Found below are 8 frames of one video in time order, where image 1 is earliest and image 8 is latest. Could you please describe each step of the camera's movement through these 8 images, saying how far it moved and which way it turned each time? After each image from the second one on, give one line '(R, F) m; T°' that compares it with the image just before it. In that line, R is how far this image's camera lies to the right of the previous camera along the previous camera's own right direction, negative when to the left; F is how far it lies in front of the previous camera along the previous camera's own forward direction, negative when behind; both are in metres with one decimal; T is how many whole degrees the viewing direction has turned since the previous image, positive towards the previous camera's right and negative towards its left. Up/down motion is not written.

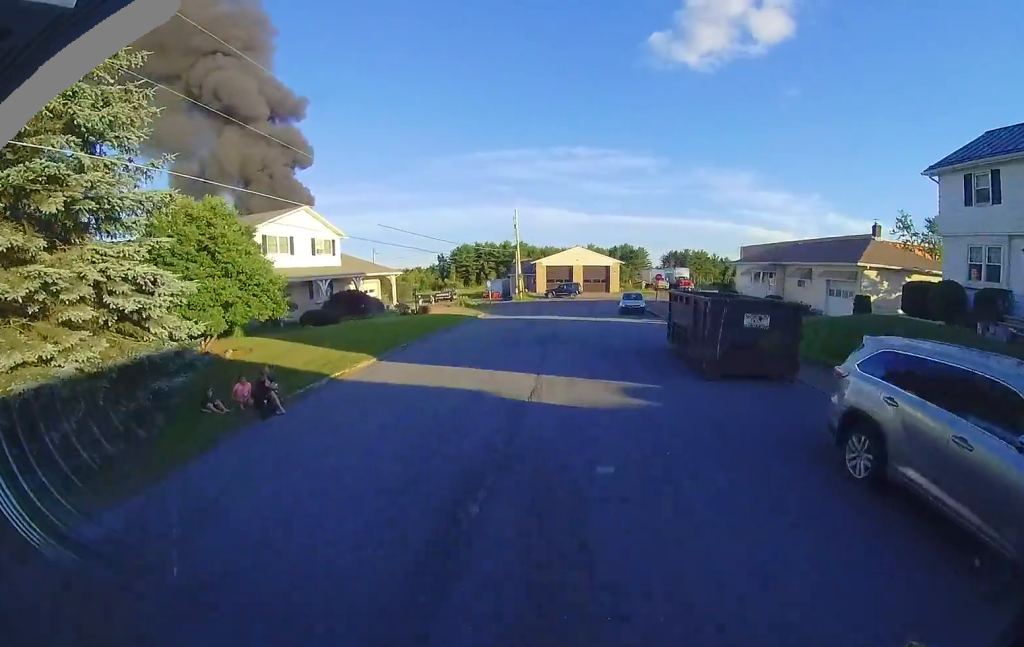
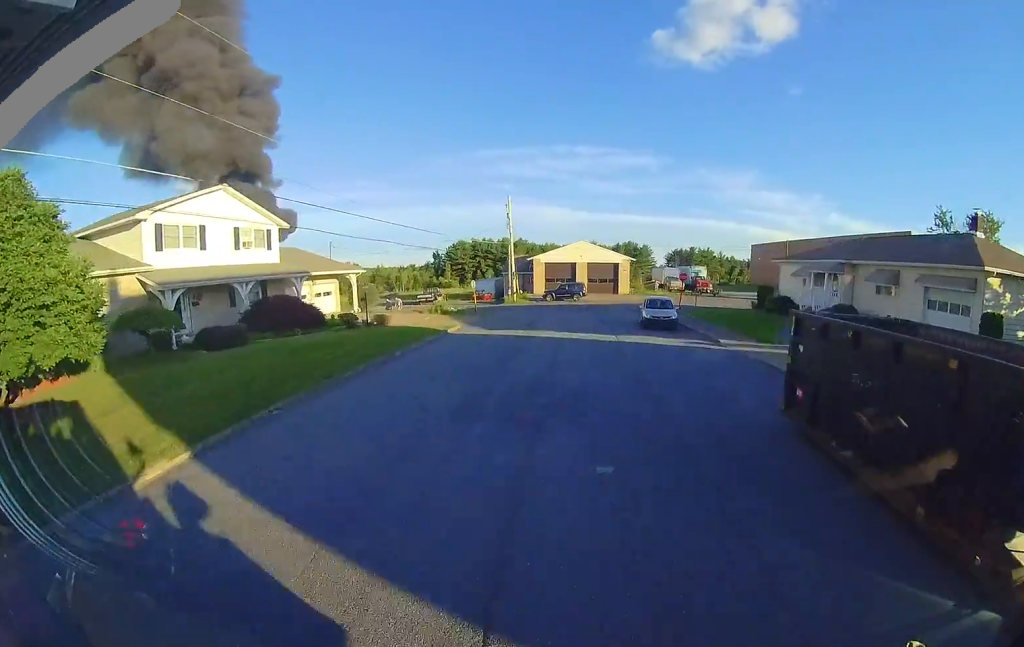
(0.0, +7.7) m; 0°
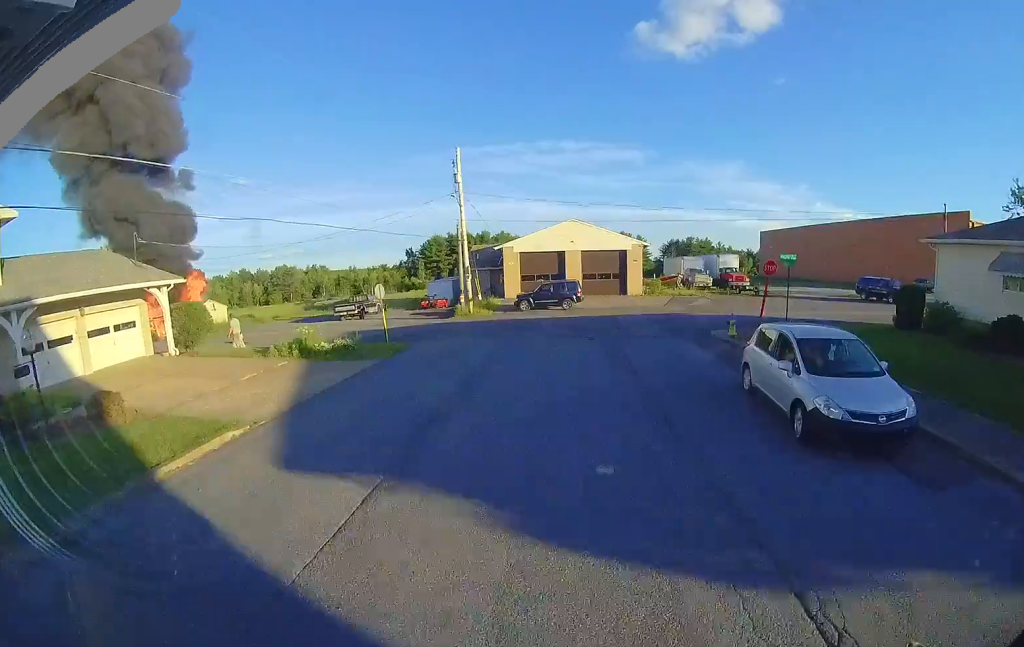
(0.0, +15.2) m; +2°
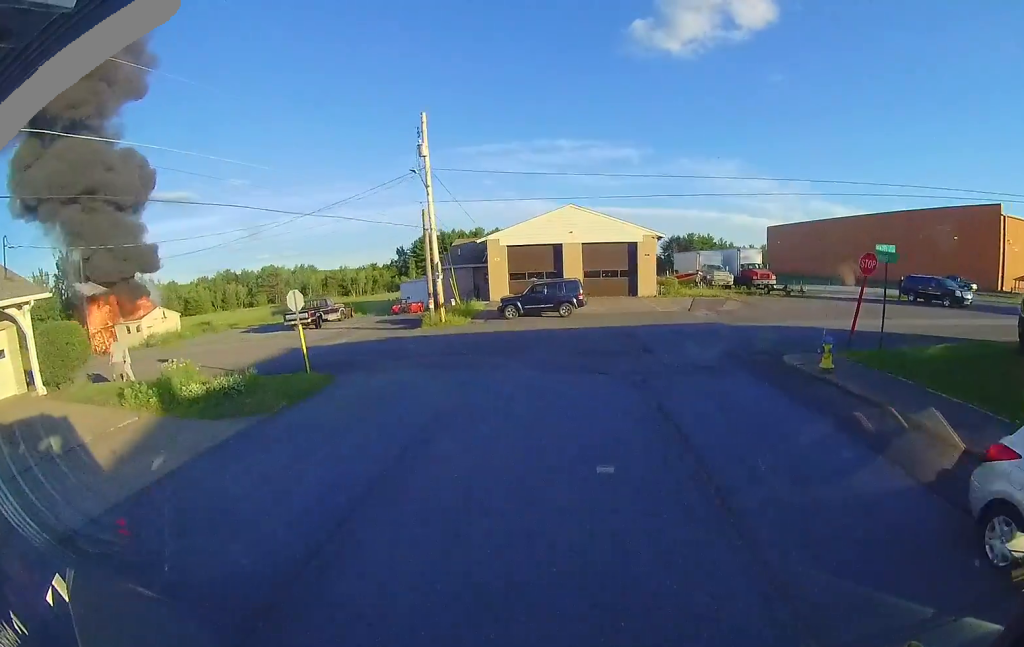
(+0.2, +6.0) m; +2°
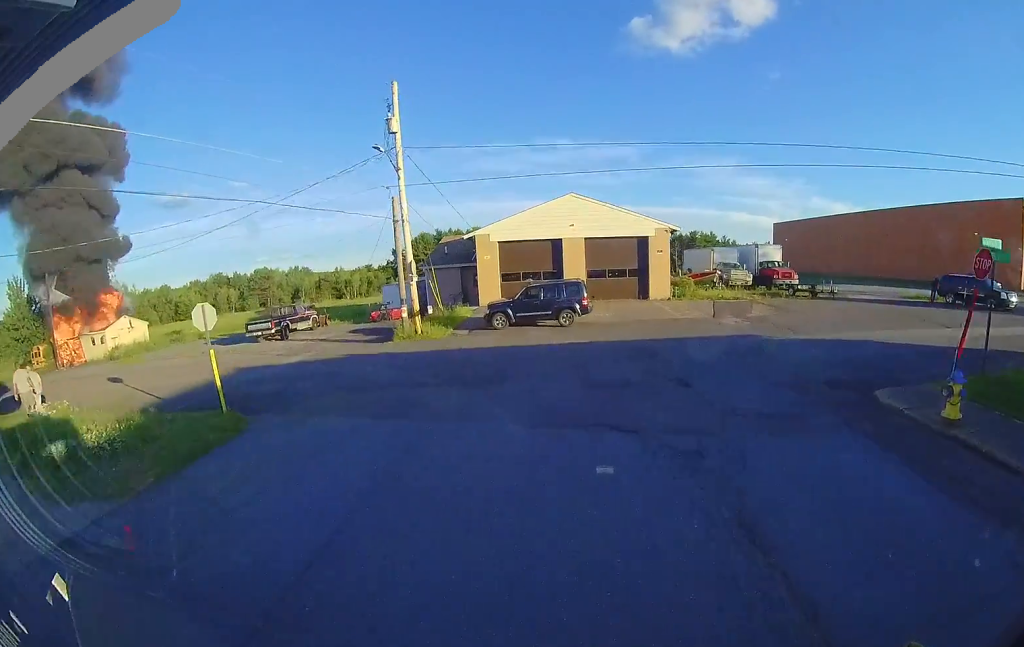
(+0.1, +3.8) m; -1°
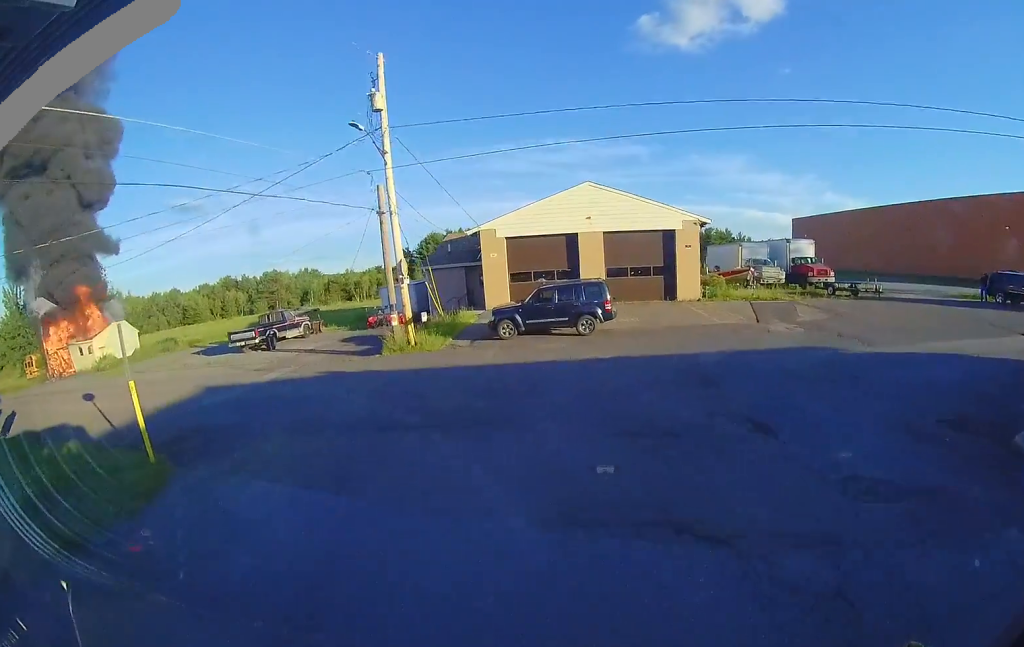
(-0.1, +2.9) m; -2°
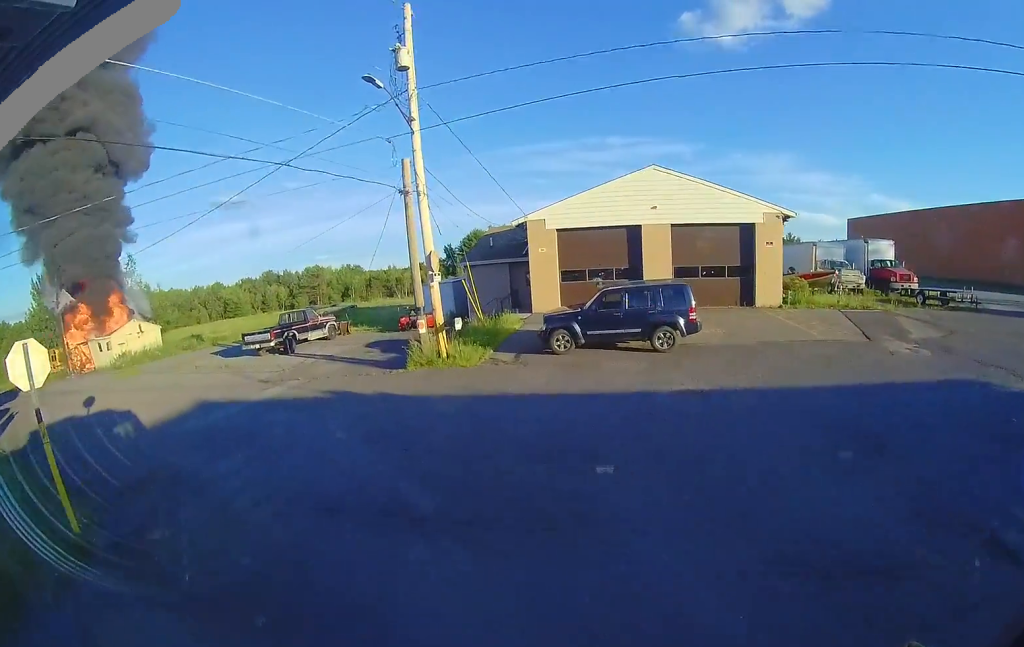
(-0.1, +3.0) m; -9°
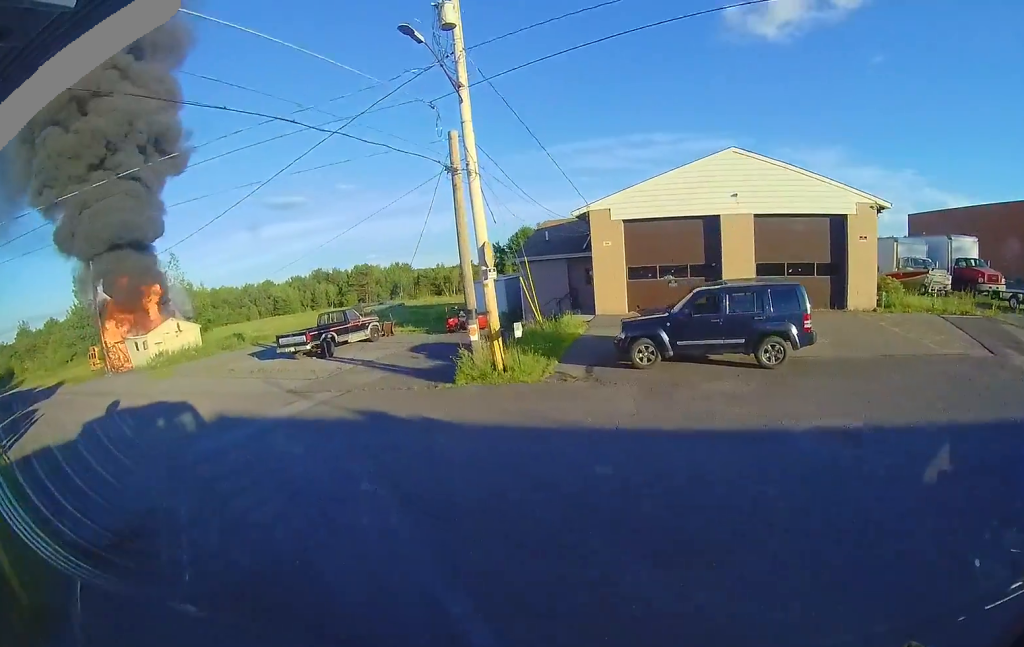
(+0.3, +2.1) m; -9°
